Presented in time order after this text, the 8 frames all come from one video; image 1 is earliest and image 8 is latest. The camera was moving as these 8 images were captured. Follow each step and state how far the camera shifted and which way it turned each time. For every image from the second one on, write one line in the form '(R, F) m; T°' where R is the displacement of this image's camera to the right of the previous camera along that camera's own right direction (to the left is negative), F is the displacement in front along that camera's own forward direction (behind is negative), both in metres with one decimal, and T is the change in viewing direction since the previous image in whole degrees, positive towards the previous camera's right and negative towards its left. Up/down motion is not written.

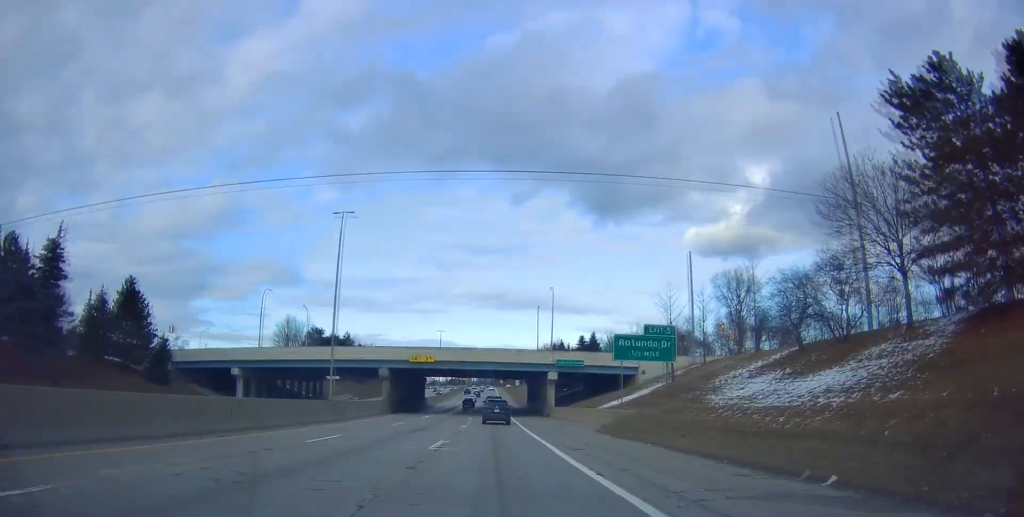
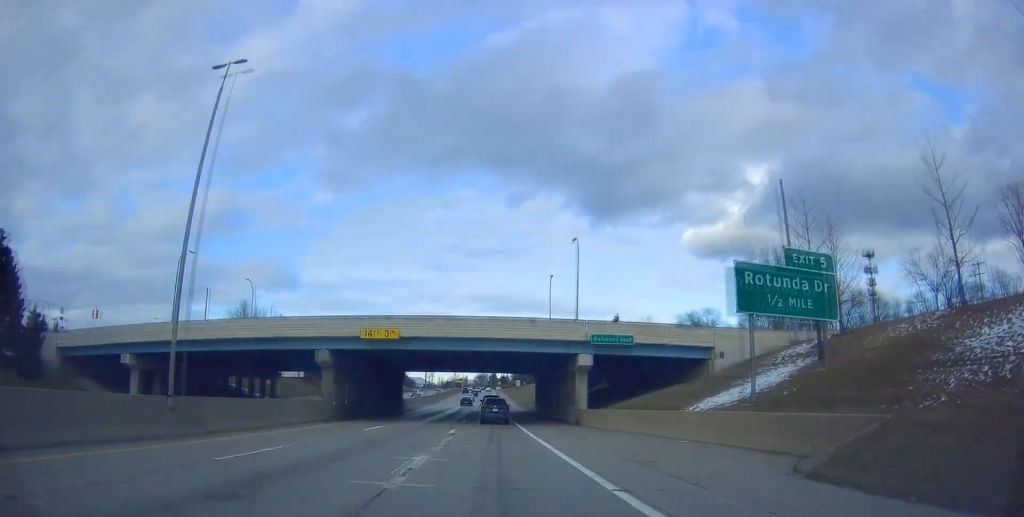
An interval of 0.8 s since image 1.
(-0.4, +21.1) m; 0°
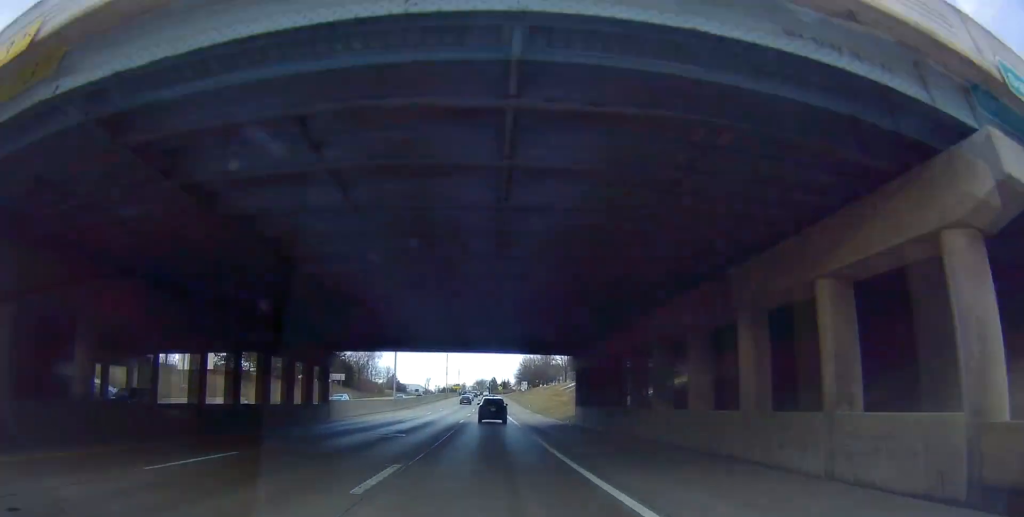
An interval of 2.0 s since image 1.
(+0.3, +33.4) m; 0°
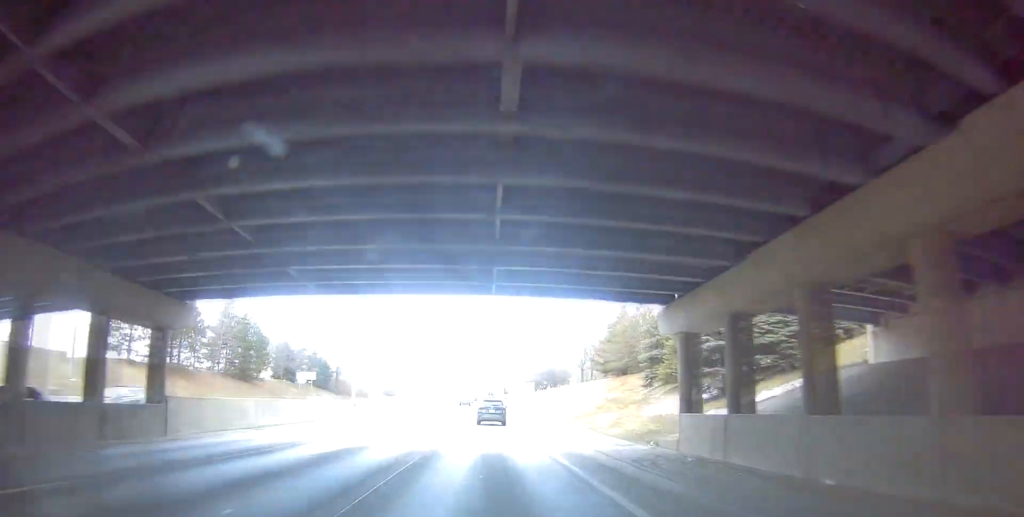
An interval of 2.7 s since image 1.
(-0.2, +21.3) m; -1°
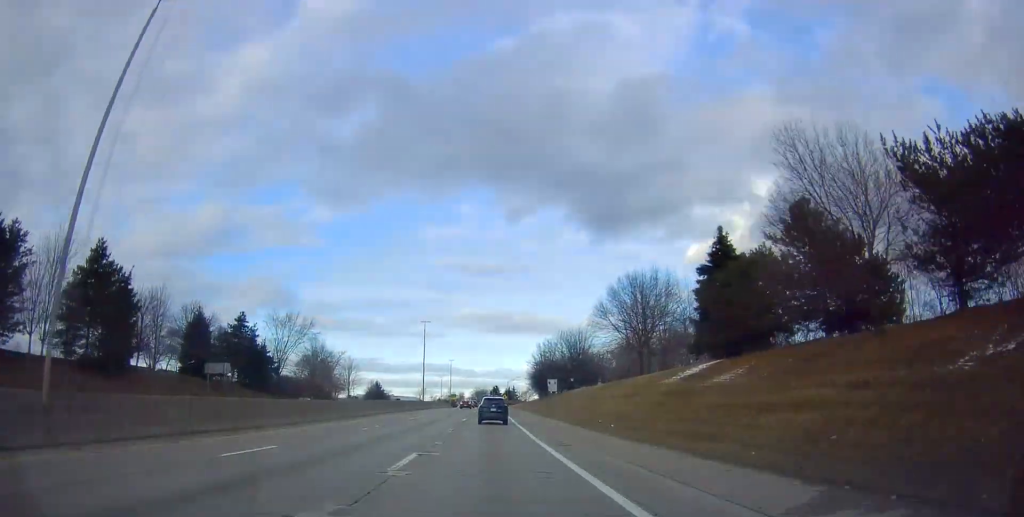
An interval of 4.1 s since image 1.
(+0.4, +36.7) m; +2°
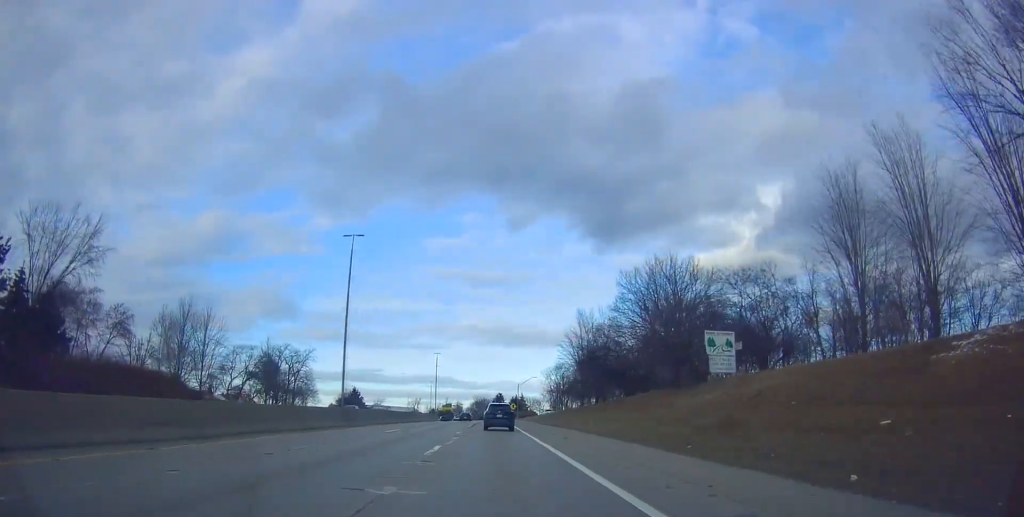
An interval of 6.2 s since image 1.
(+0.5, +57.1) m; +1°
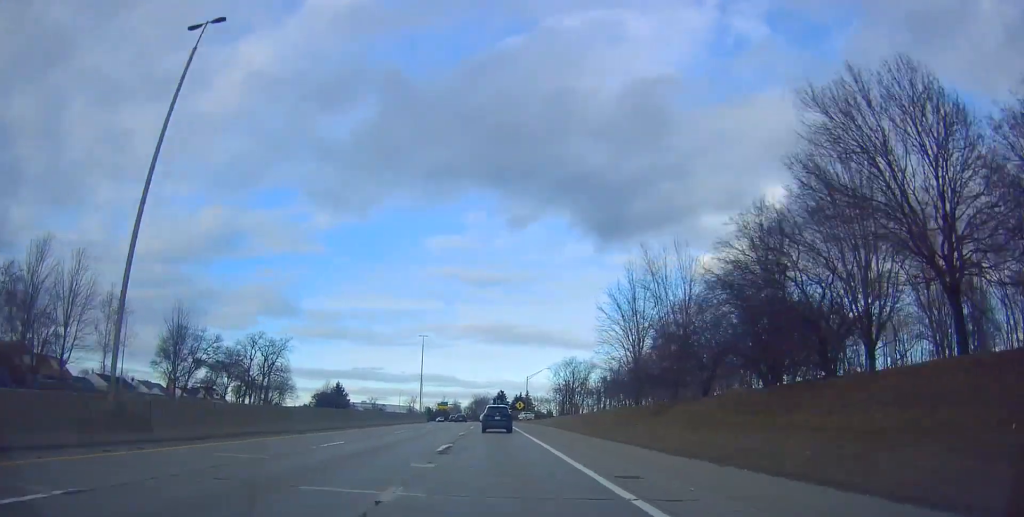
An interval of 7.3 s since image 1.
(+0.5, +29.3) m; +1°
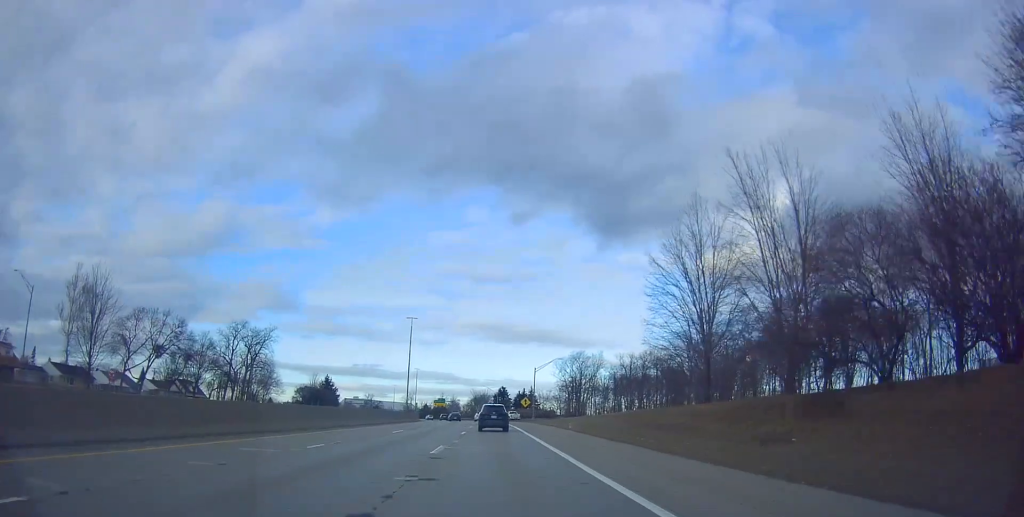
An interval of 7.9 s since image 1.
(0.0, +16.7) m; 0°
